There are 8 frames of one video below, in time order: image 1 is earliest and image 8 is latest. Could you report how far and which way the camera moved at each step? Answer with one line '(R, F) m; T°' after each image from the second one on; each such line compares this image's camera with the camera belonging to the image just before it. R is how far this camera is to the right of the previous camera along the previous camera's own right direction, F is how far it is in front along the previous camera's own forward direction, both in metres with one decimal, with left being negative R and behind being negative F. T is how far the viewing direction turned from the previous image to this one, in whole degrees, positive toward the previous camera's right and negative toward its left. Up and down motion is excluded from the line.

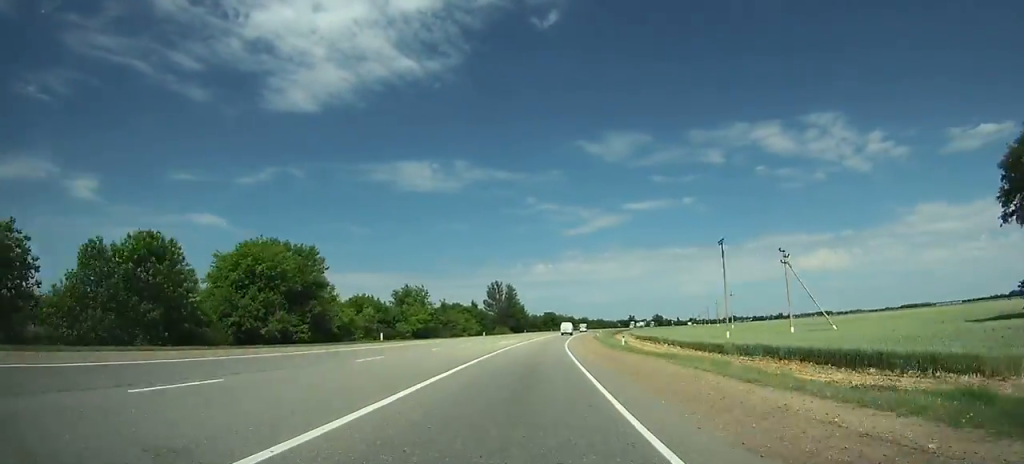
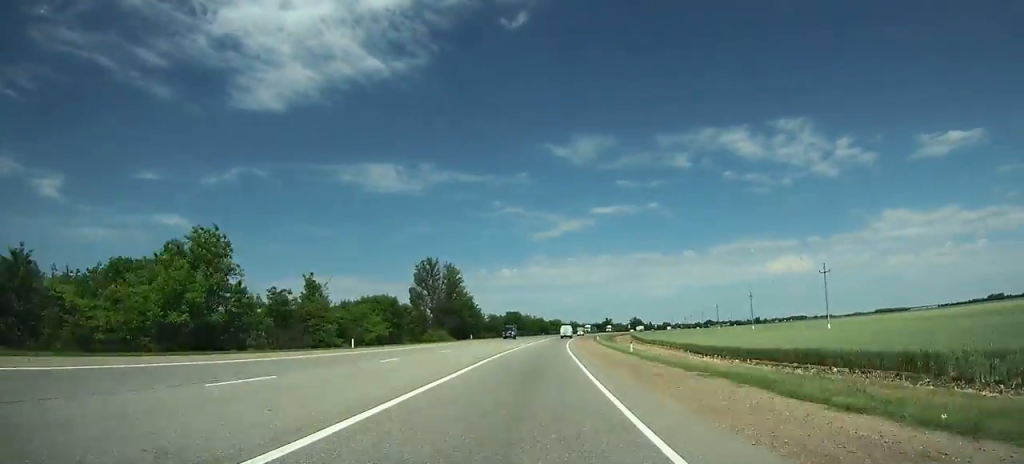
(+1.4, +56.9) m; +4°
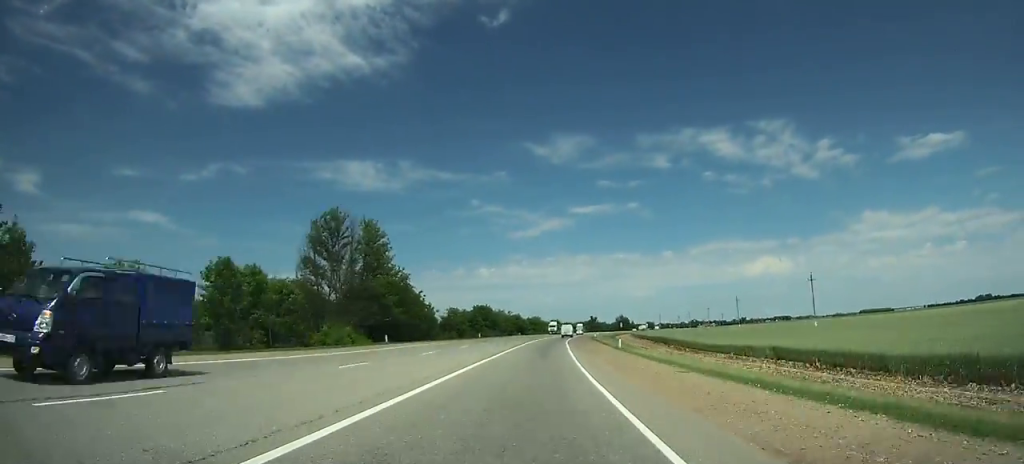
(+1.5, +41.7) m; +2°
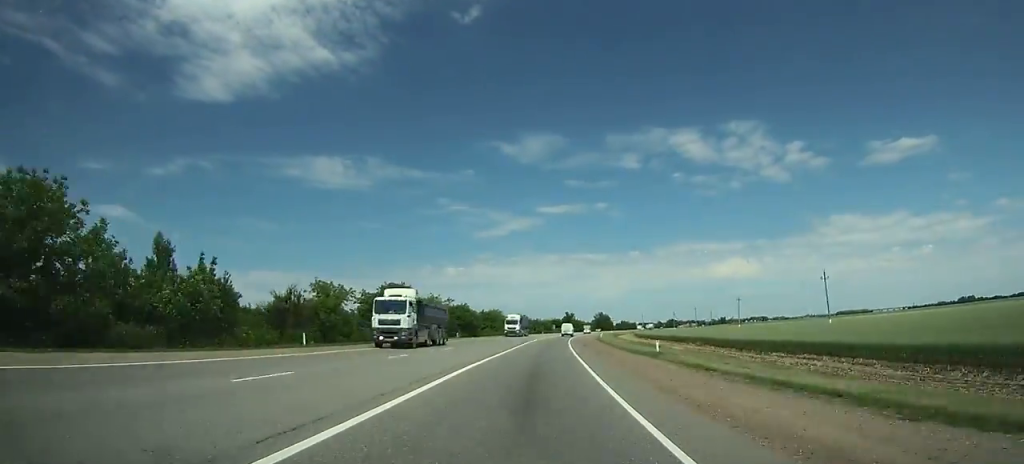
(+2.4, +69.5) m; +4°
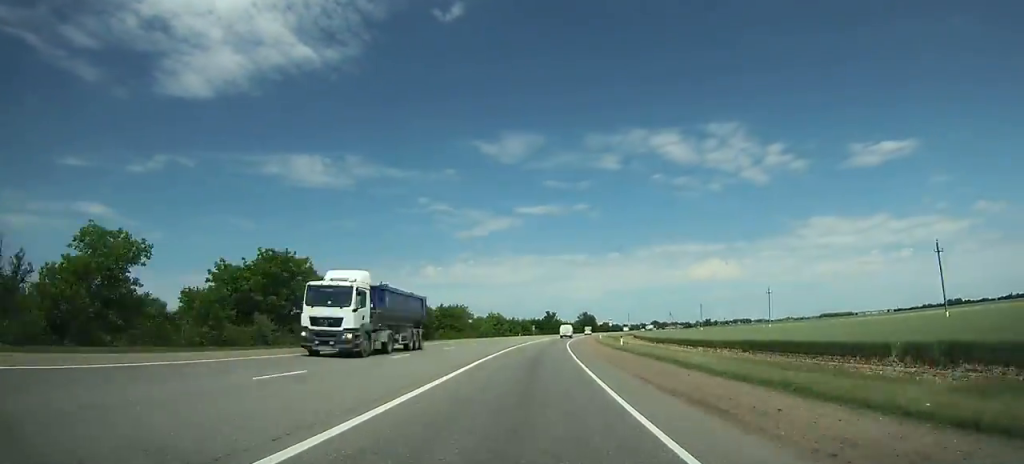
(+0.1, +36.8) m; +2°
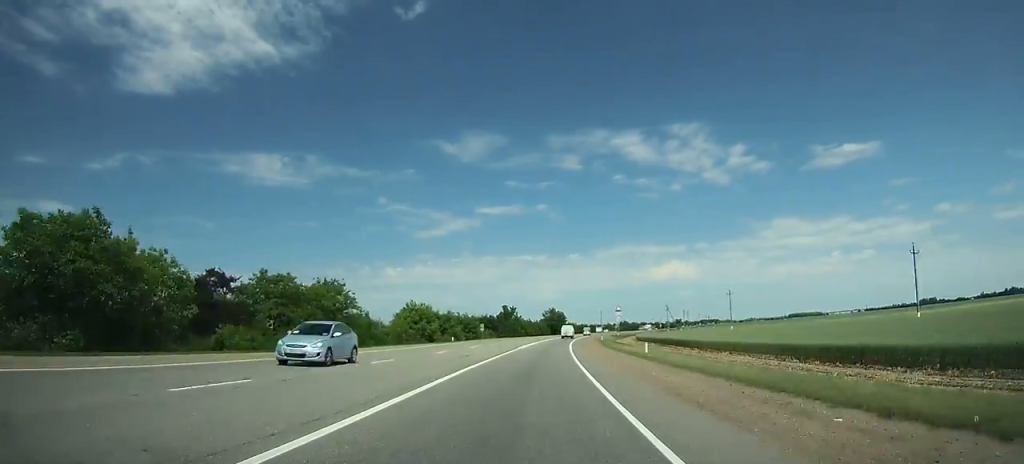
(+2.0, +65.0) m; +4°
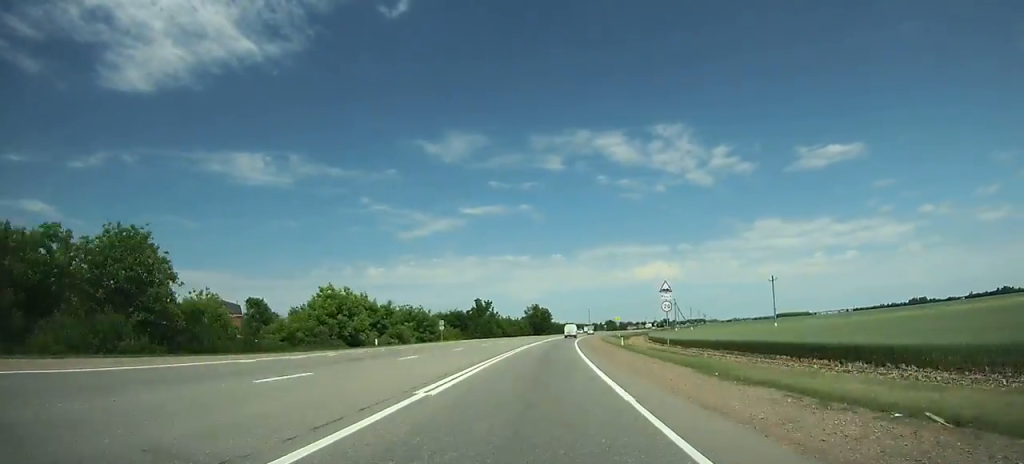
(+1.1, +32.3) m; +2°
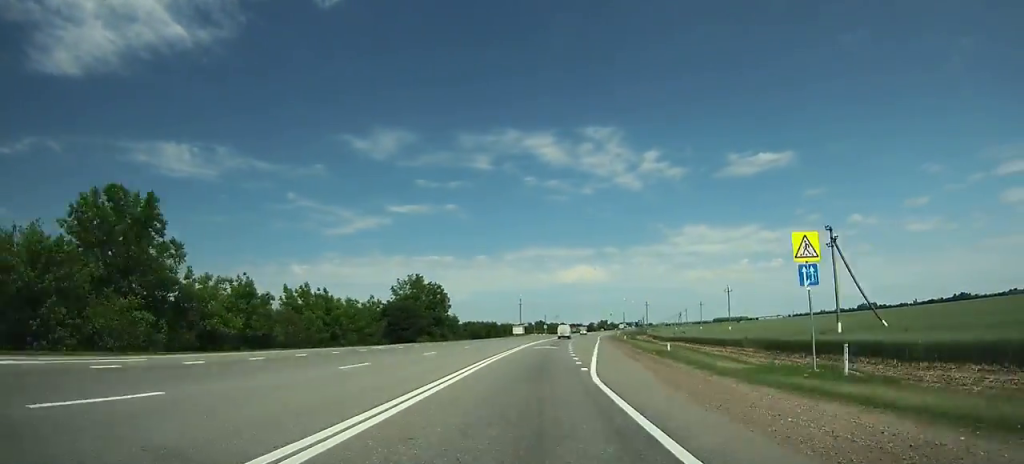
(+6.2, +109.9) m; +7°
